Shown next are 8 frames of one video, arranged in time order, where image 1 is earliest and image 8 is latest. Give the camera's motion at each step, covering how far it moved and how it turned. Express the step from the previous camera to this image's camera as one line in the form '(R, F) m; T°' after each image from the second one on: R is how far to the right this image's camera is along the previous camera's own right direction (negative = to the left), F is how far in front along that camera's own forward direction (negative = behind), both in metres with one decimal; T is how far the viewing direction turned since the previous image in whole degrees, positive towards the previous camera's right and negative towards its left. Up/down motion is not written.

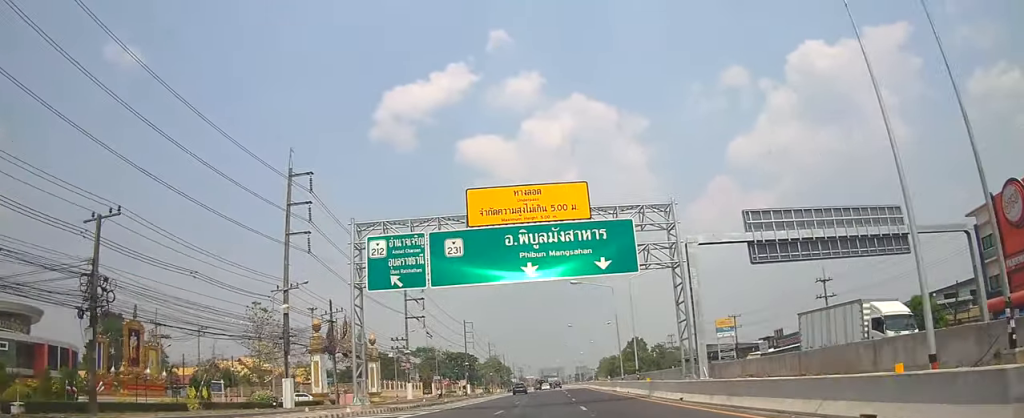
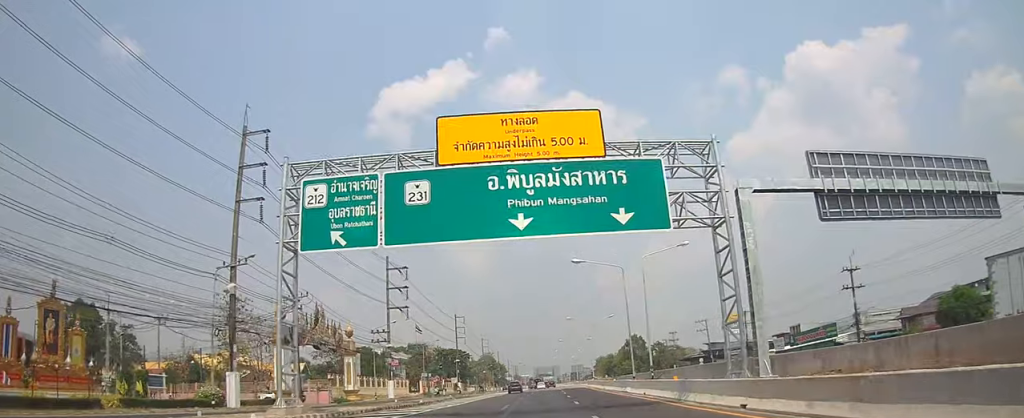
(0.0, +7.7) m; +1°
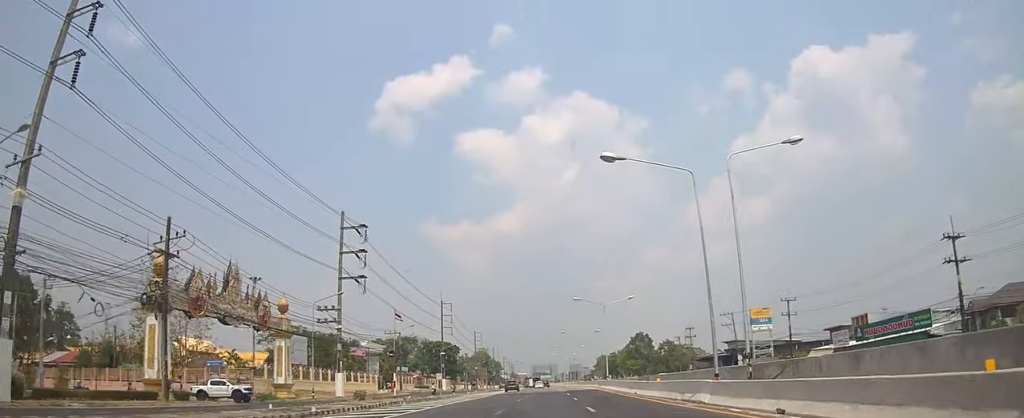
(+0.4, +18.4) m; +2°
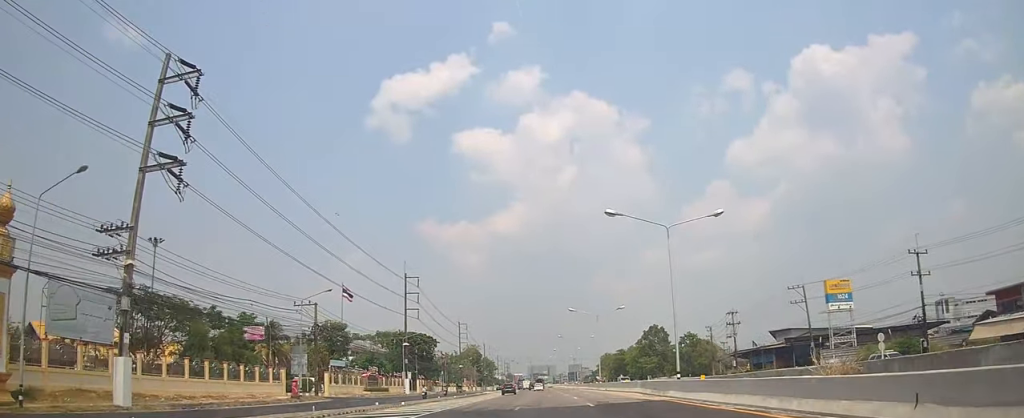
(-0.2, +31.0) m; -2°
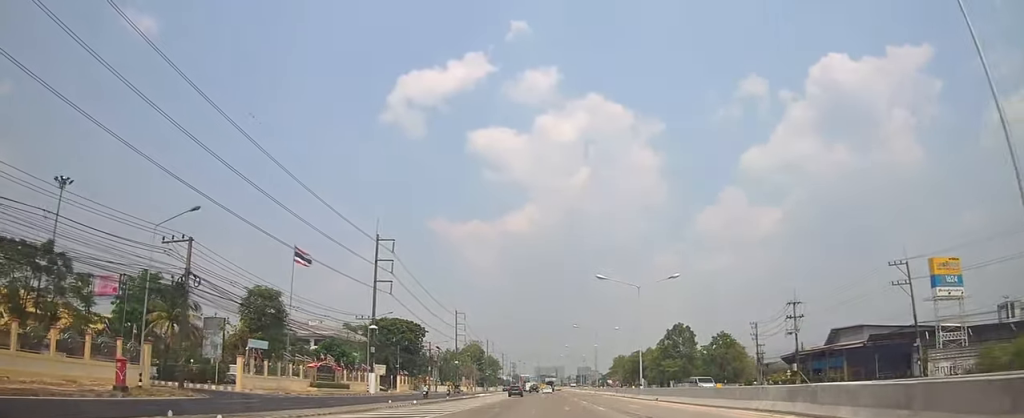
(0.0, +21.8) m; -1°
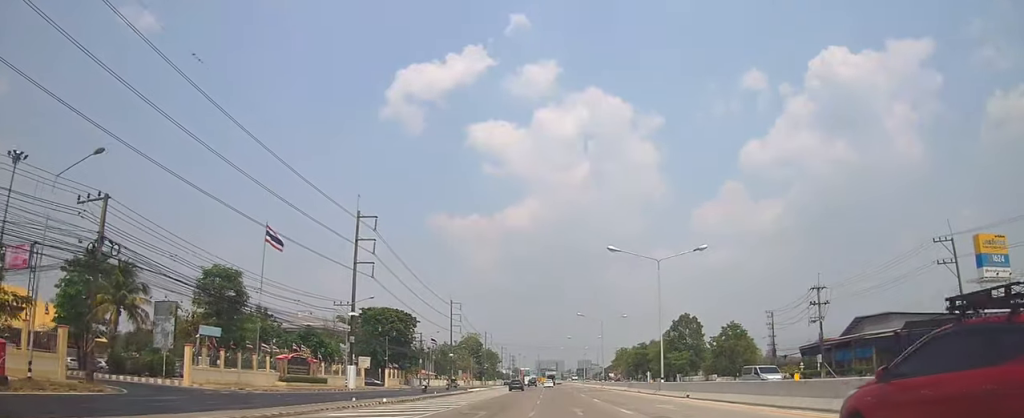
(-0.3, +7.5) m; 0°
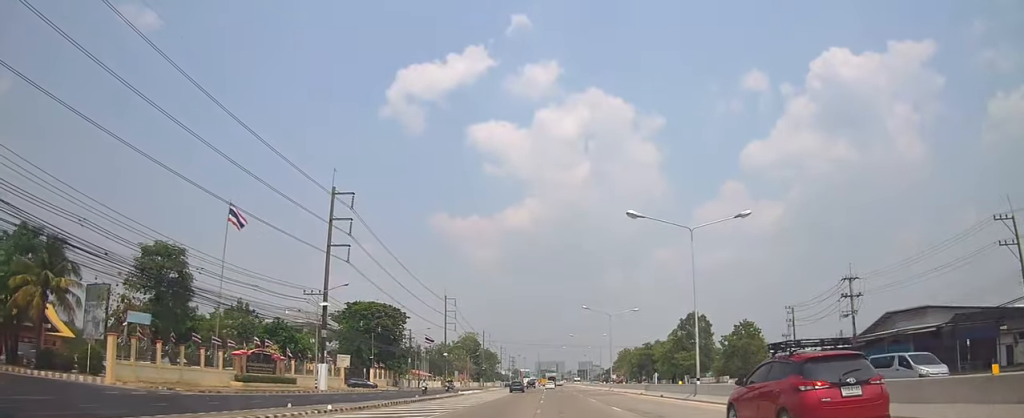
(0.0, +8.2) m; 0°
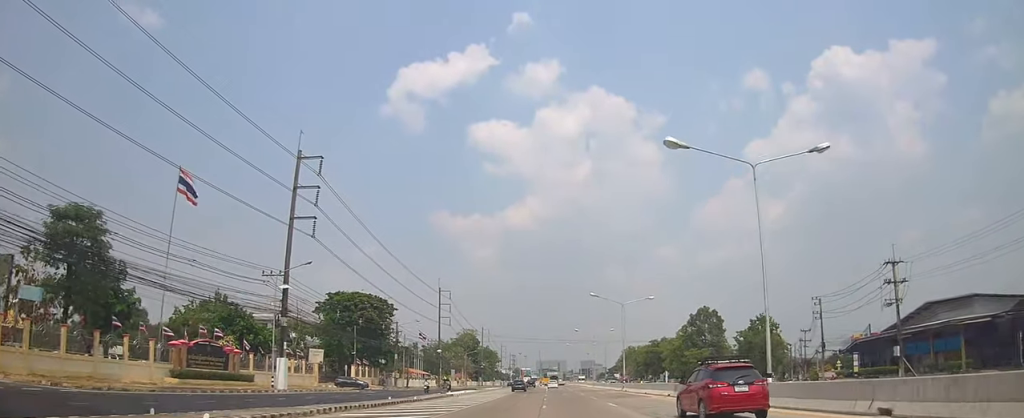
(+0.3, +8.9) m; 0°
